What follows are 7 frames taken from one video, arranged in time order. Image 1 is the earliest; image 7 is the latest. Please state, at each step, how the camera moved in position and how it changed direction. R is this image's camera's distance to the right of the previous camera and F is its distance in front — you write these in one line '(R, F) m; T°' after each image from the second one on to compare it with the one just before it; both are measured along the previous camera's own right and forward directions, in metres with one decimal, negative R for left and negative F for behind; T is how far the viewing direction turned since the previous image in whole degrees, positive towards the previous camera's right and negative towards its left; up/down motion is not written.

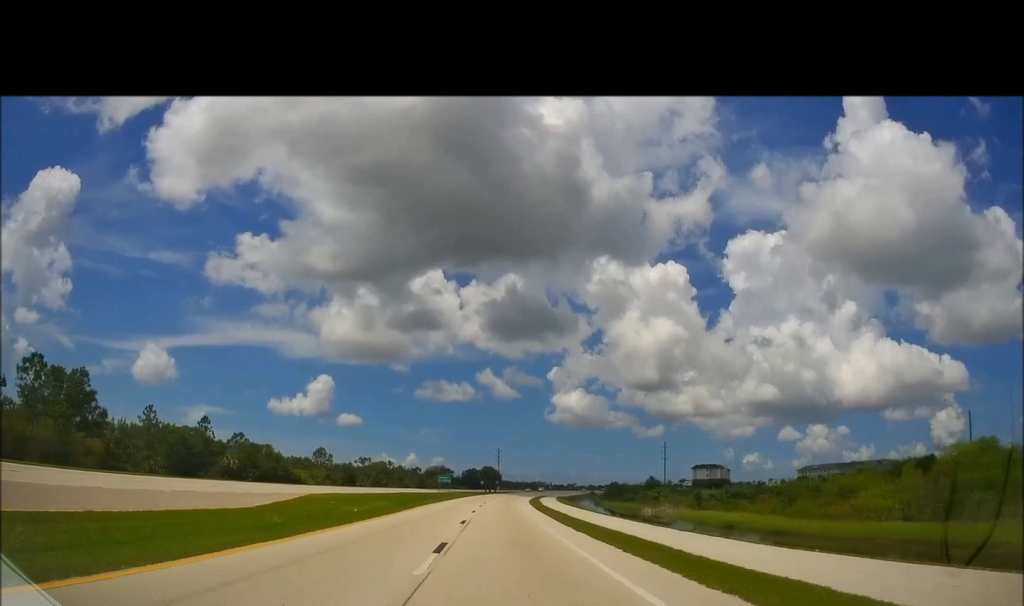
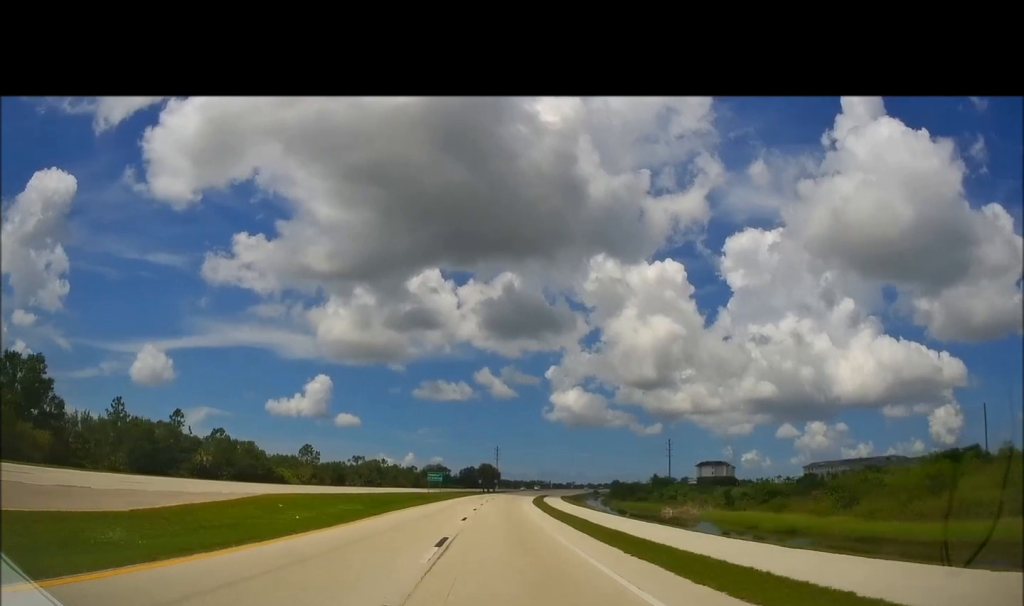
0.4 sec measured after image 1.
(+0.2, +10.3) m; 0°
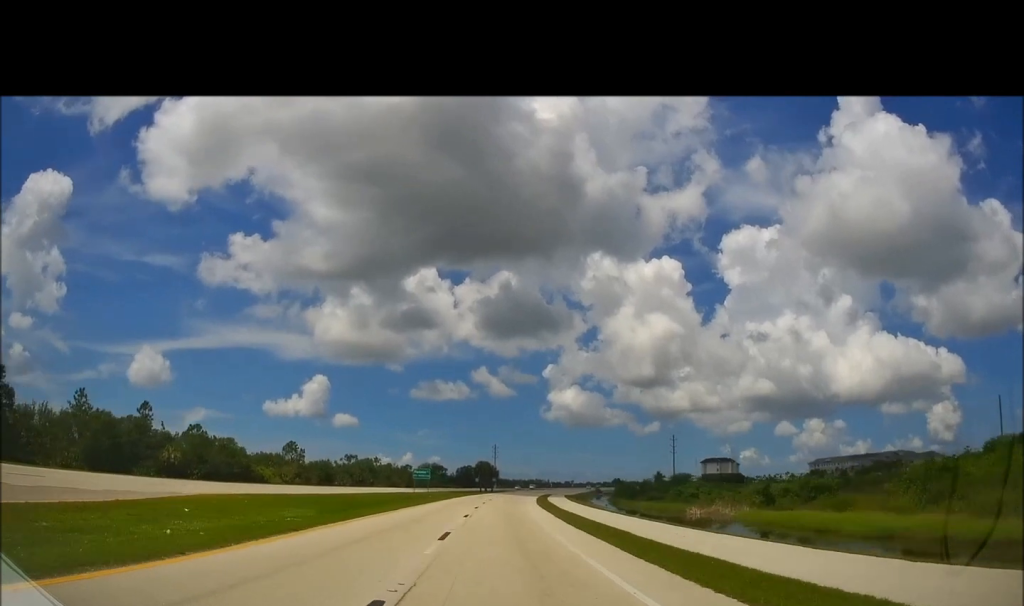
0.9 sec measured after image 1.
(-0.2, +10.5) m; 0°
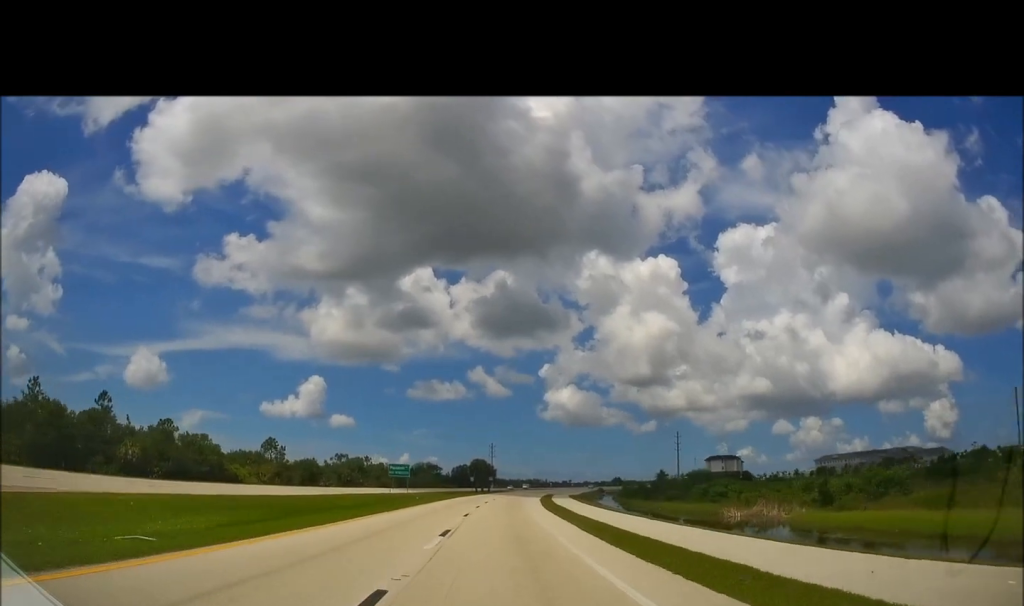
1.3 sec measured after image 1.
(-0.3, +11.4) m; 0°
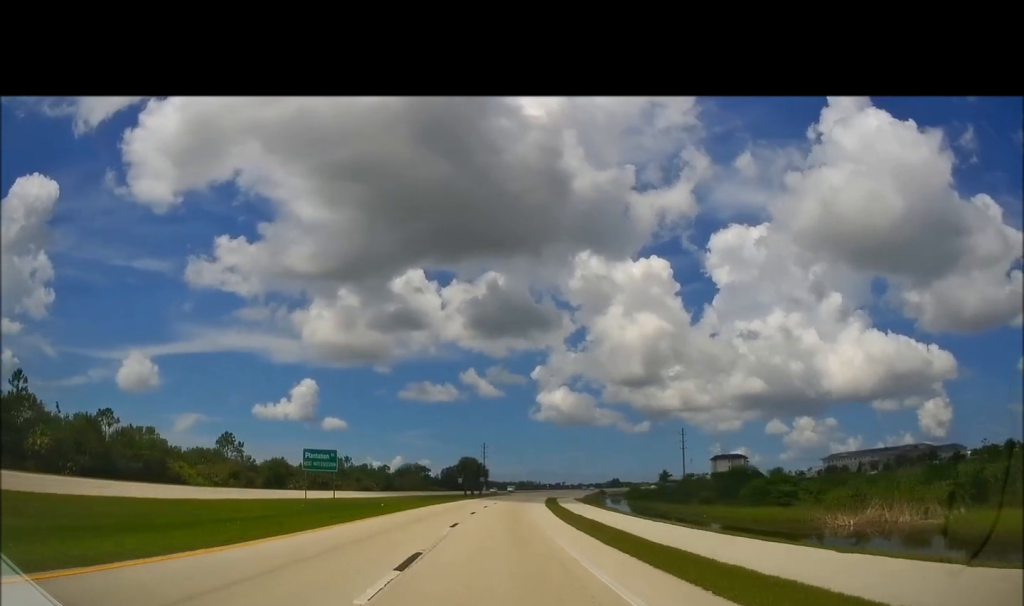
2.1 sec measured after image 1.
(0.0, +18.8) m; +1°
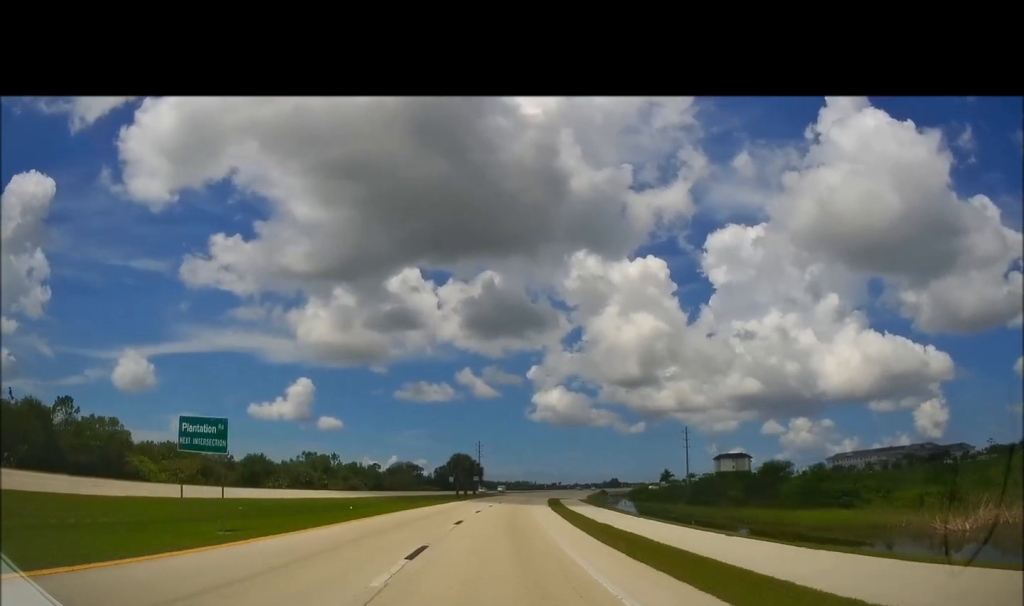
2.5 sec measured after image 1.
(0.0, +10.7) m; +1°
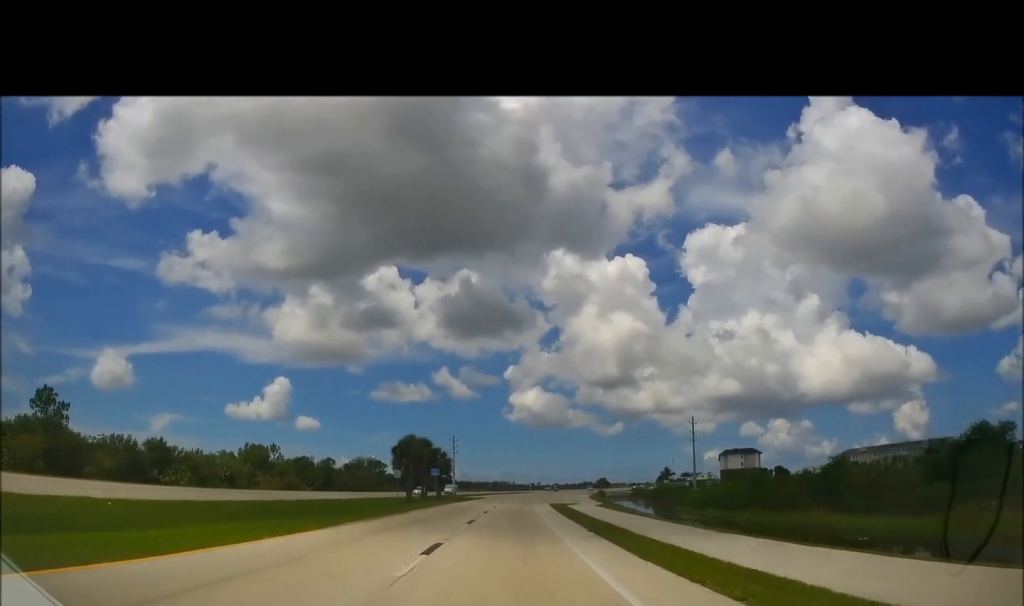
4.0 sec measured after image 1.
(+0.6, +35.4) m; +2°
